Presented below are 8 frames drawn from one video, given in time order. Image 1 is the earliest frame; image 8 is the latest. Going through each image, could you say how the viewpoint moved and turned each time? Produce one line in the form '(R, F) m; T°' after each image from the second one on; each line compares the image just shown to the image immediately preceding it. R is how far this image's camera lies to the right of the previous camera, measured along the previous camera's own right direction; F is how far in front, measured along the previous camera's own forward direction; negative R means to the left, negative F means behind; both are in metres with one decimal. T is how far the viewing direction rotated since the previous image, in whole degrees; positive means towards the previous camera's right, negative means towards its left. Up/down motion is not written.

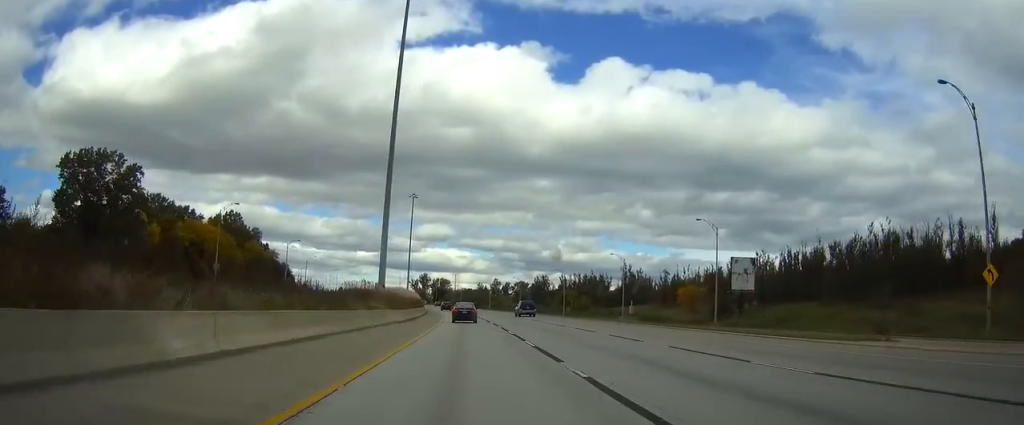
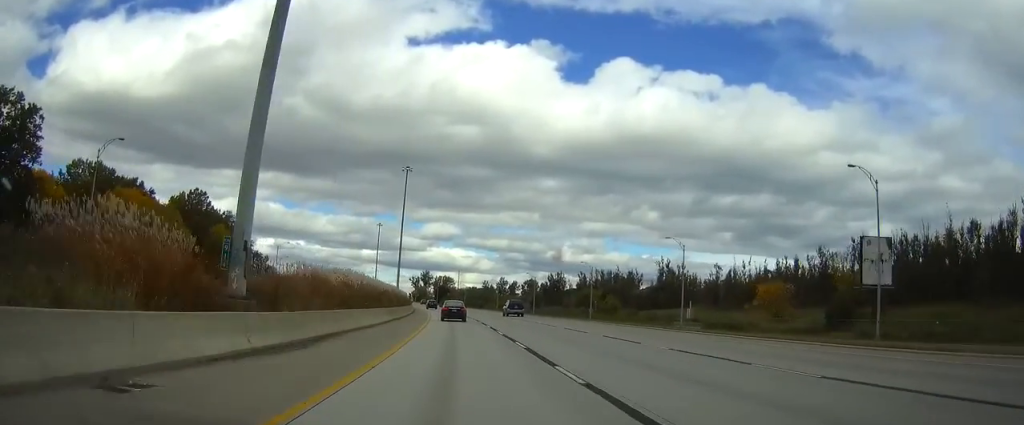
(-0.1, +36.5) m; -1°
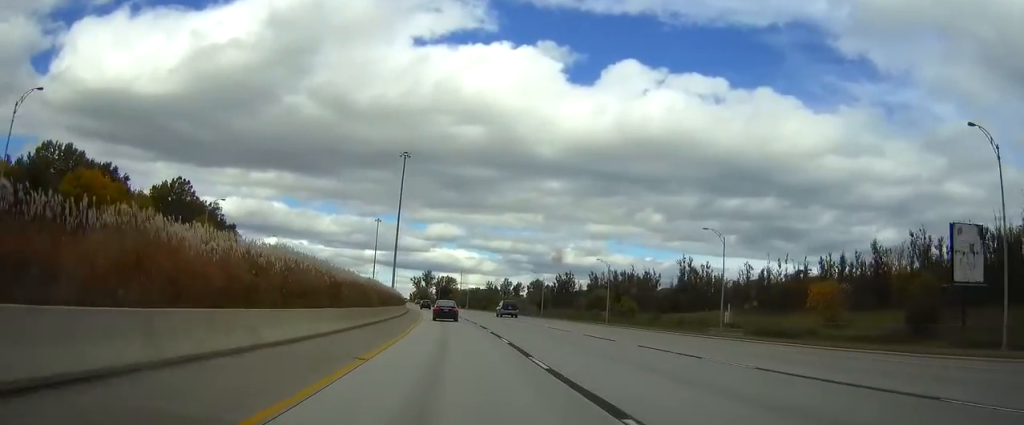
(+0.1, +15.5) m; 0°
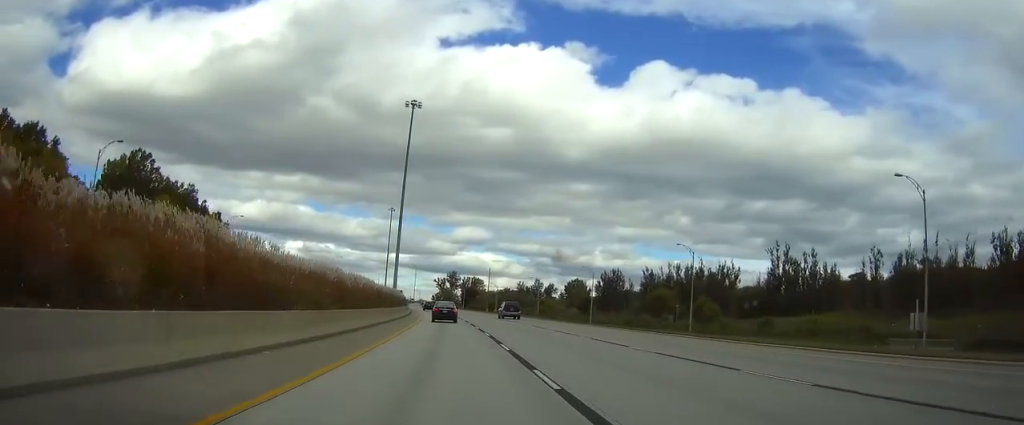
(-0.5, +39.0) m; -2°
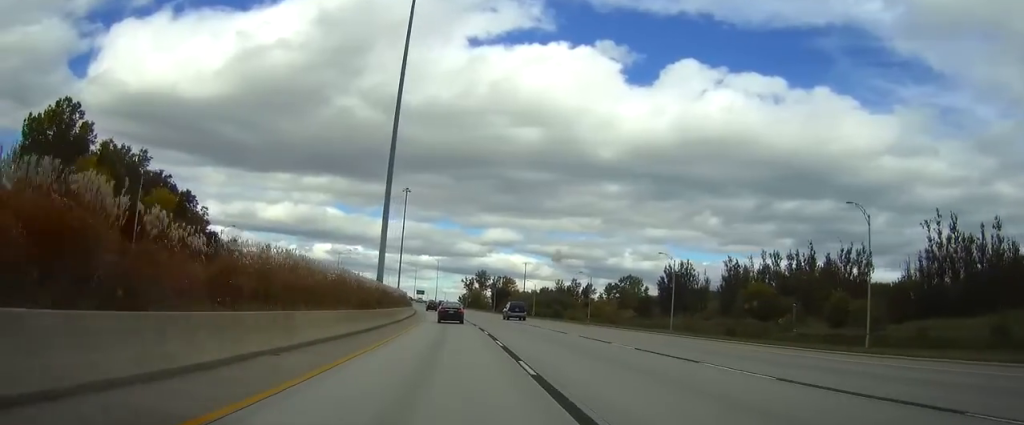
(-1.0, +42.6) m; -2°
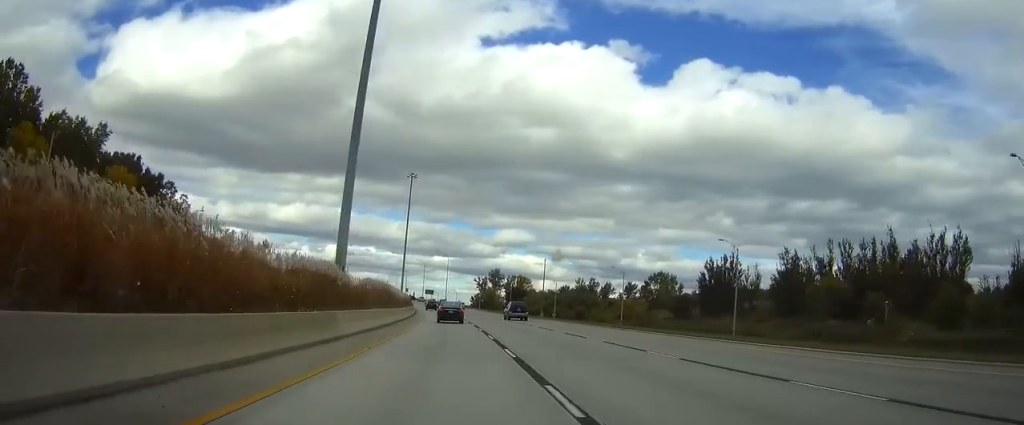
(-0.2, +22.5) m; -1°
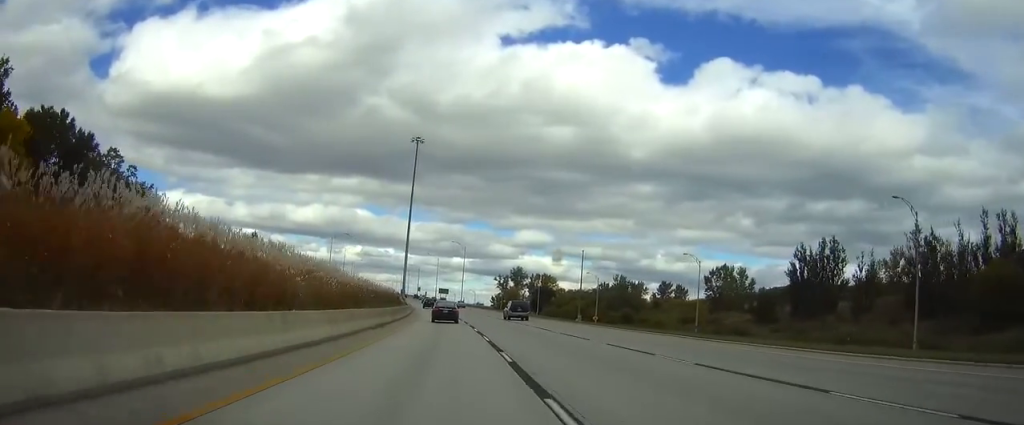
(-0.6, +37.3) m; -1°
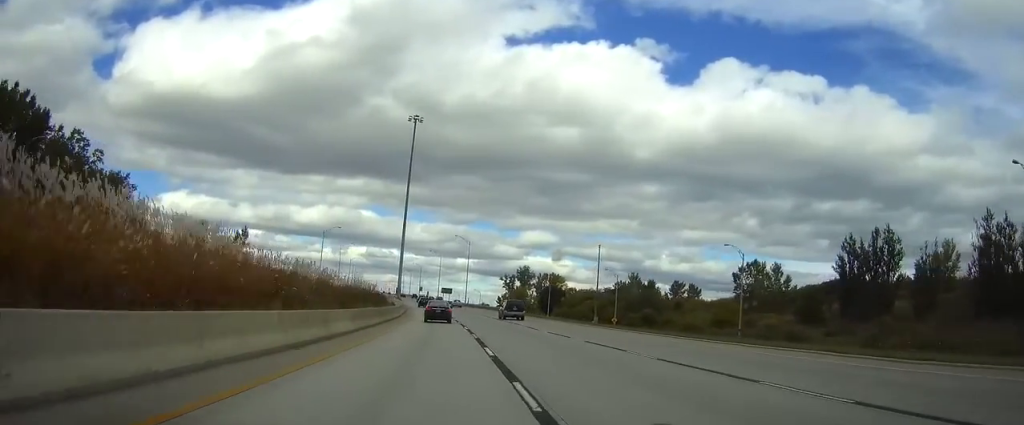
(-0.1, +15.9) m; -1°
